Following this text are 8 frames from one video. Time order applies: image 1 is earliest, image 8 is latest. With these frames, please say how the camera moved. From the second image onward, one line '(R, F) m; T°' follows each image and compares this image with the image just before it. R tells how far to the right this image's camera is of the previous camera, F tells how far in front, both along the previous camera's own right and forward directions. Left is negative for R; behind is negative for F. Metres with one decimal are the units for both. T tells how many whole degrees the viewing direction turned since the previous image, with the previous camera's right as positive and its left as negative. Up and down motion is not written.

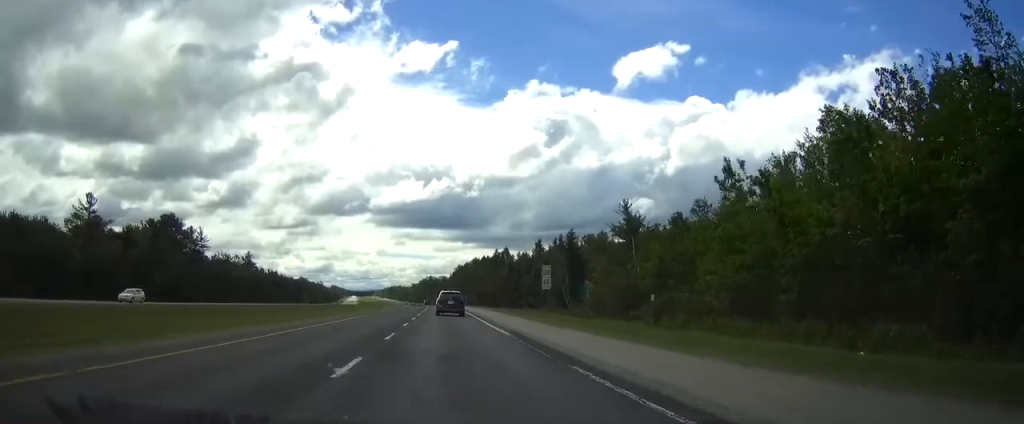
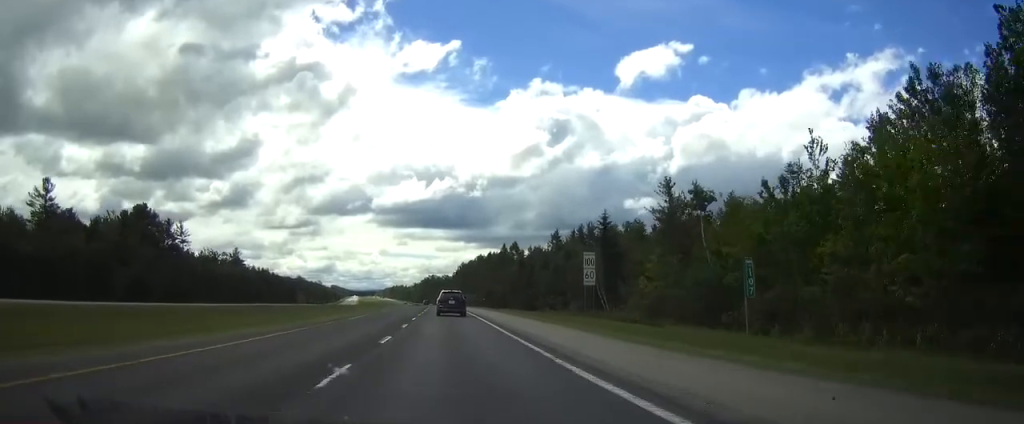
(0.0, +19.3) m; 0°
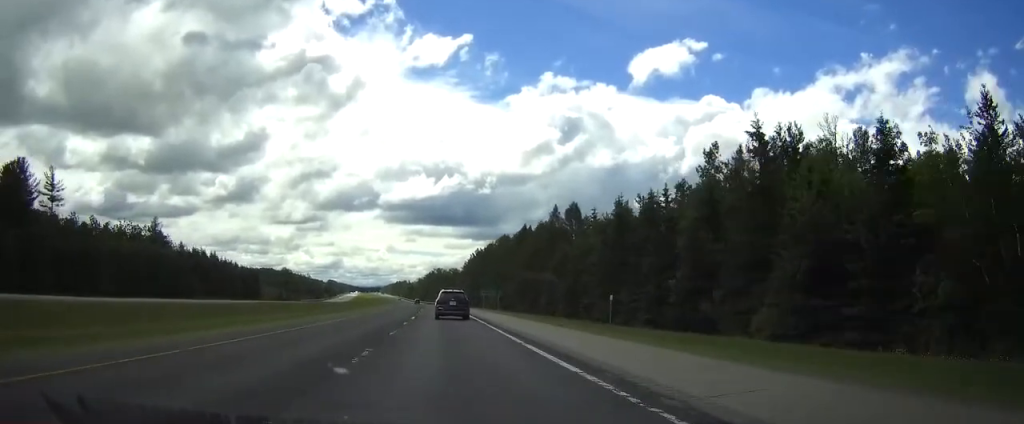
(-0.2, +77.2) m; -1°
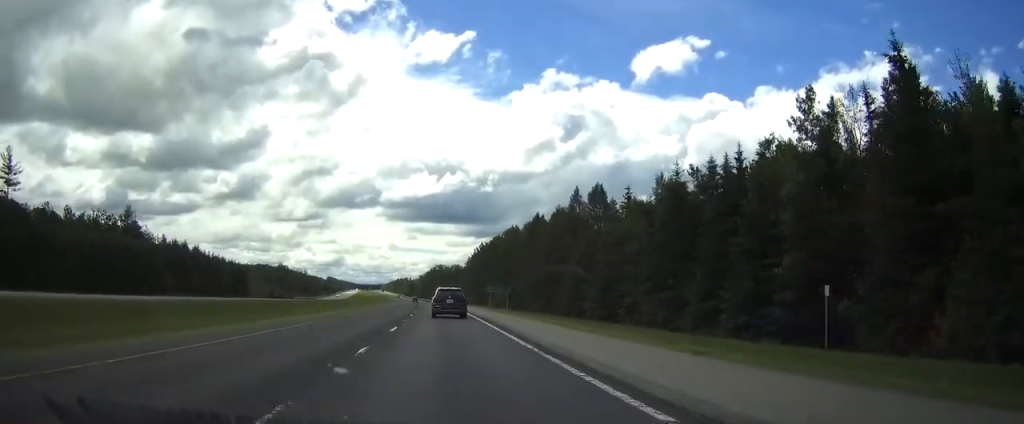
(0.0, +16.9) m; 0°
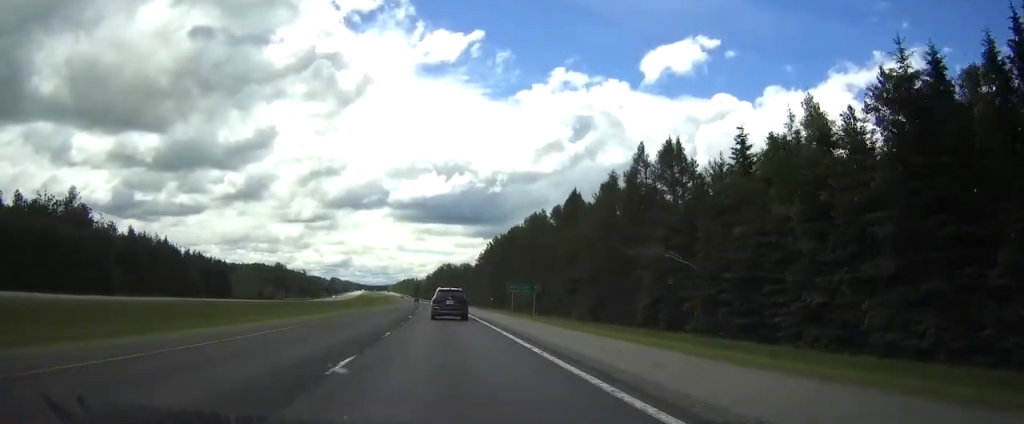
(-0.3, +29.6) m; -1°
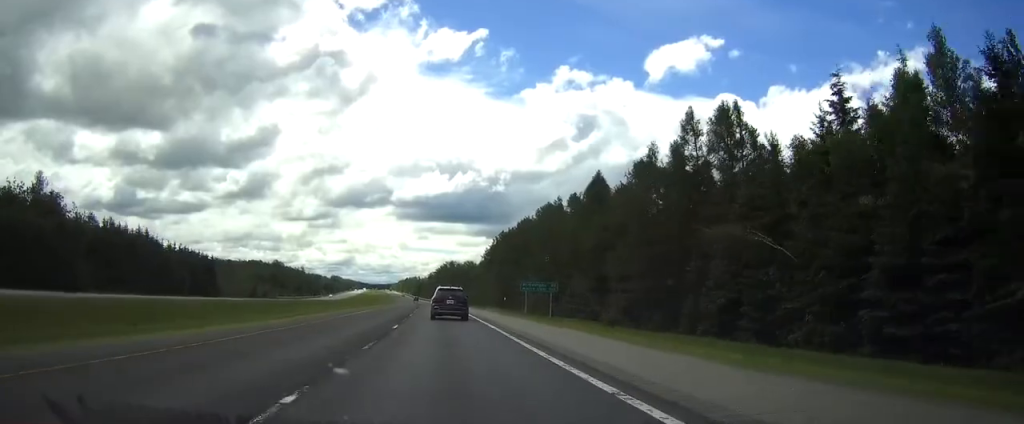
(0.0, +13.7) m; 0°
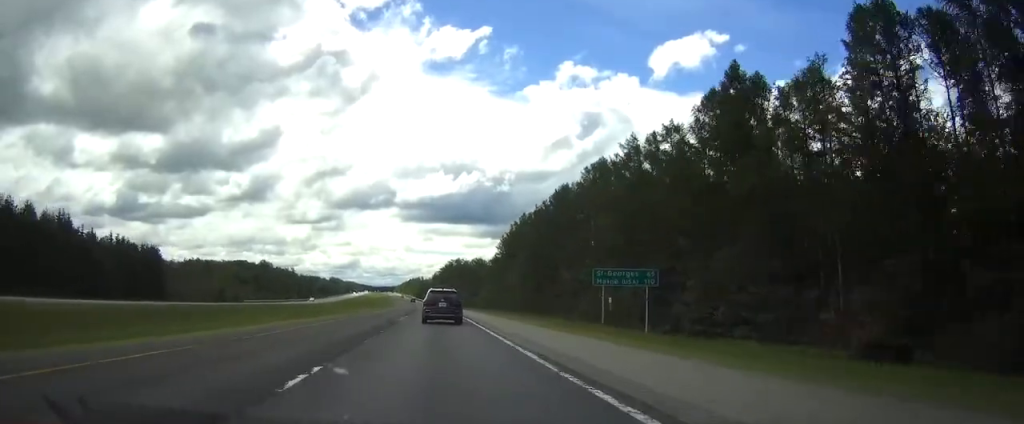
(0.0, +42.2) m; 0°
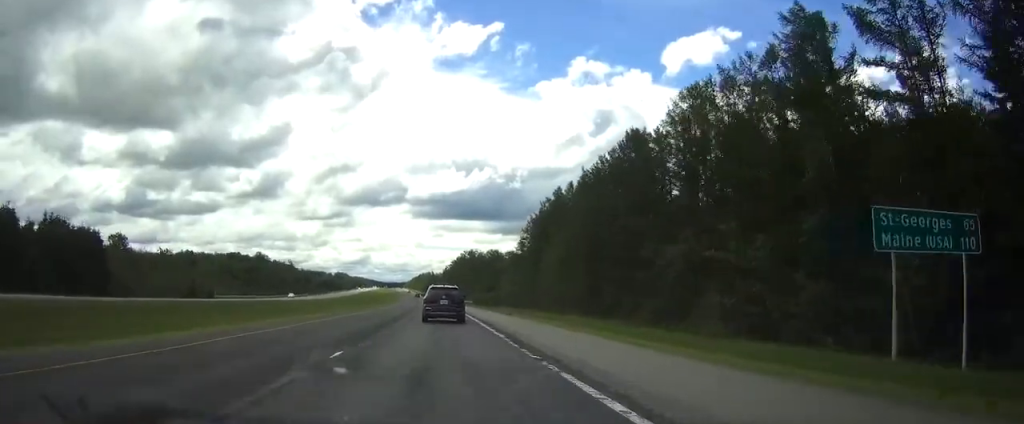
(-0.3, +33.2) m; -1°
